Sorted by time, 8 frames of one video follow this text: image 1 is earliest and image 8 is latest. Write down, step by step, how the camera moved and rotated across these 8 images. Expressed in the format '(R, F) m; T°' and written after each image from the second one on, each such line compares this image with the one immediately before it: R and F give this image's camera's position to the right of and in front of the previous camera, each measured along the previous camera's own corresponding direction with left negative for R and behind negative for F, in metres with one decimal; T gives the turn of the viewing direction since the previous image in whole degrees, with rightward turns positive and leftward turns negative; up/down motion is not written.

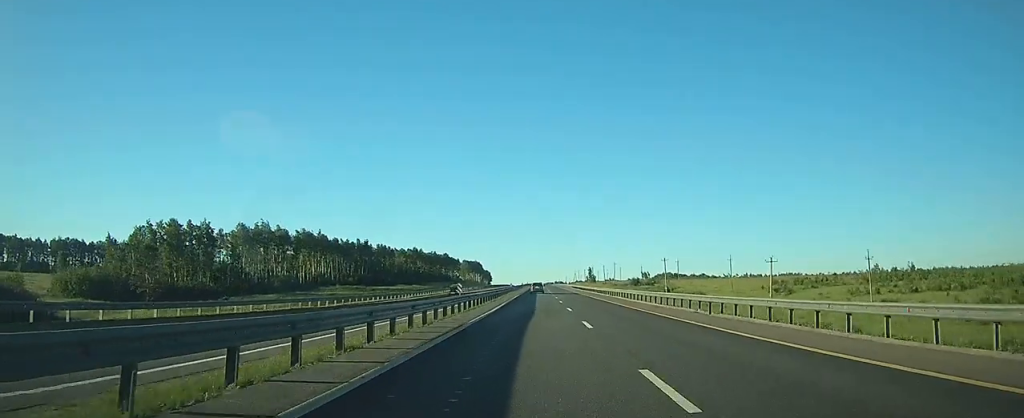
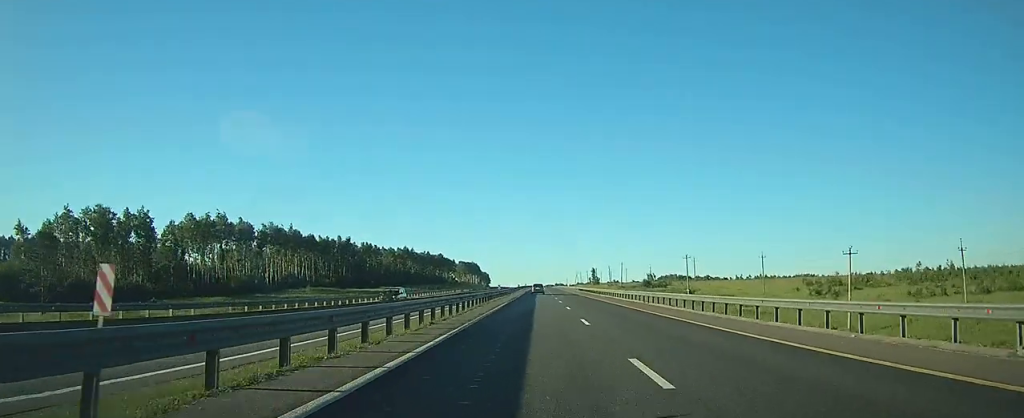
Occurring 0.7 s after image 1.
(-0.1, +22.6) m; 0°
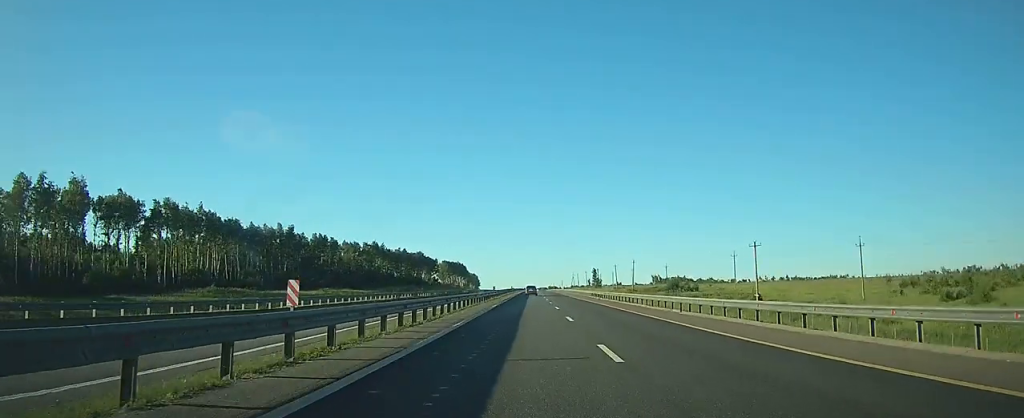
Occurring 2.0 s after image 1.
(-0.1, +45.1) m; 0°
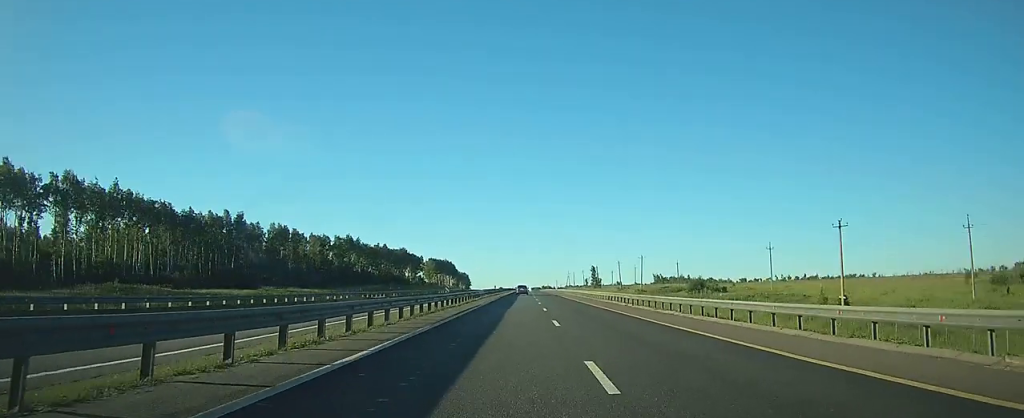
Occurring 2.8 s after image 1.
(+0.1, +27.0) m; 0°
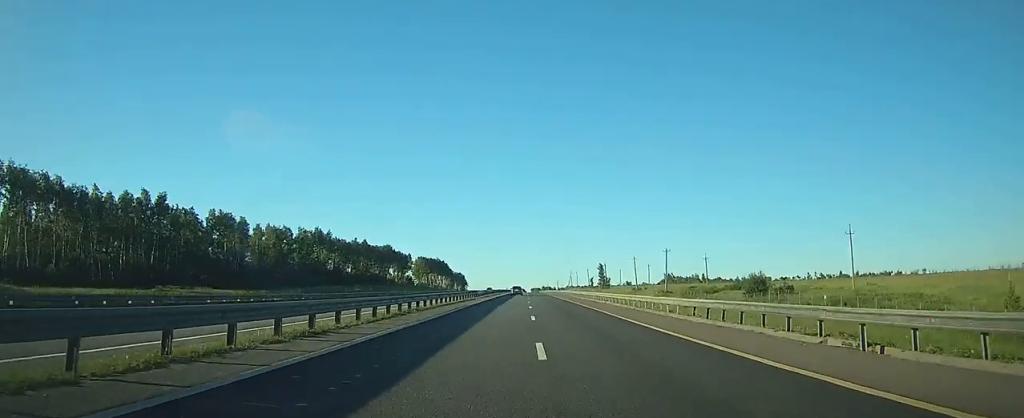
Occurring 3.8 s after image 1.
(+0.2, +32.5) m; +1°
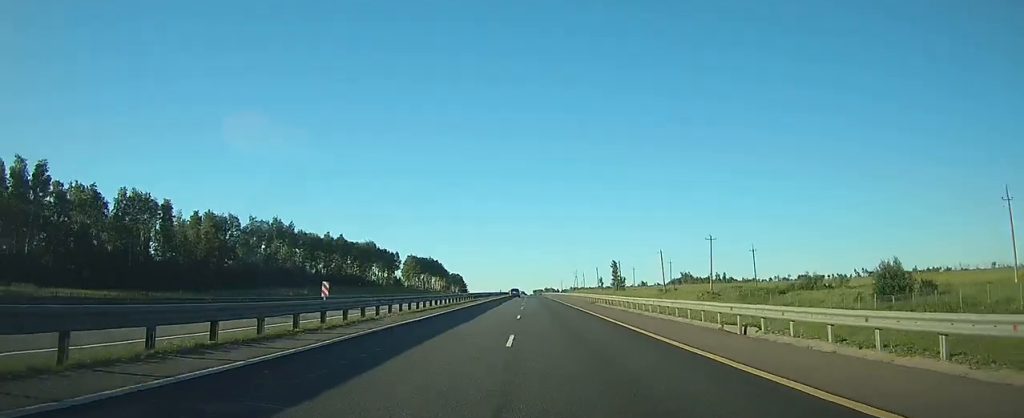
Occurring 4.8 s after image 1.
(+0.1, +33.5) m; 0°
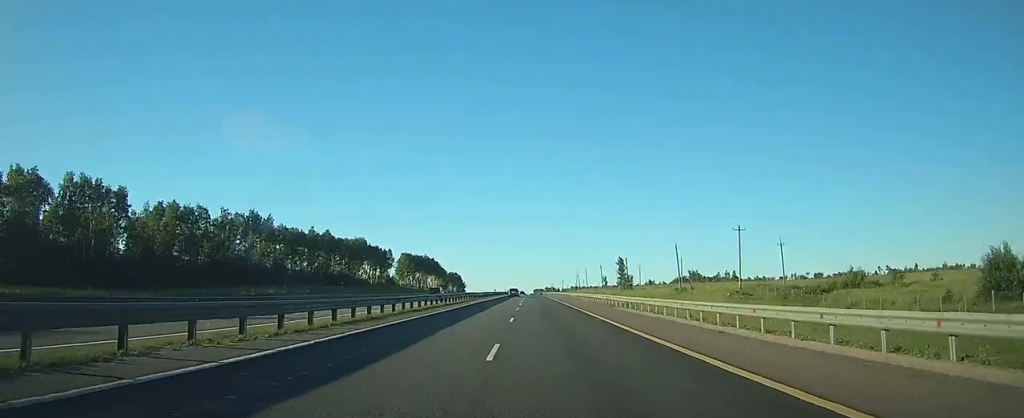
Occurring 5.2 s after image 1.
(0.0, +14.5) m; 0°
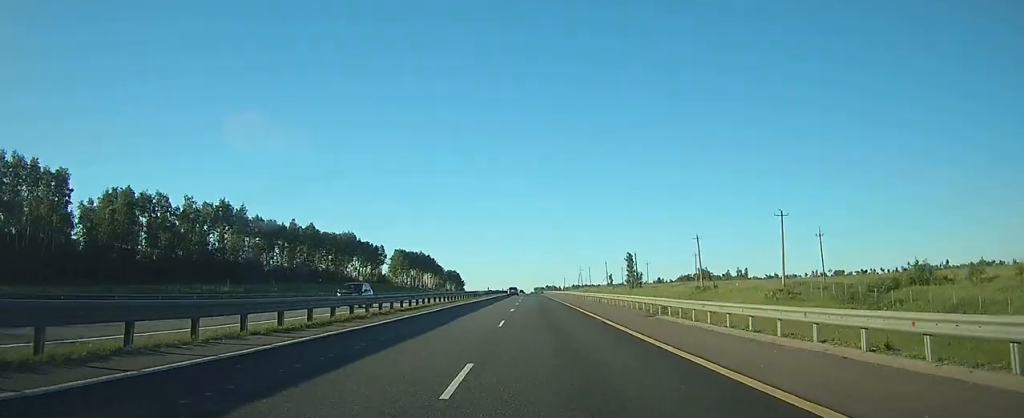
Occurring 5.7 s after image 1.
(0.0, +15.6) m; 0°
